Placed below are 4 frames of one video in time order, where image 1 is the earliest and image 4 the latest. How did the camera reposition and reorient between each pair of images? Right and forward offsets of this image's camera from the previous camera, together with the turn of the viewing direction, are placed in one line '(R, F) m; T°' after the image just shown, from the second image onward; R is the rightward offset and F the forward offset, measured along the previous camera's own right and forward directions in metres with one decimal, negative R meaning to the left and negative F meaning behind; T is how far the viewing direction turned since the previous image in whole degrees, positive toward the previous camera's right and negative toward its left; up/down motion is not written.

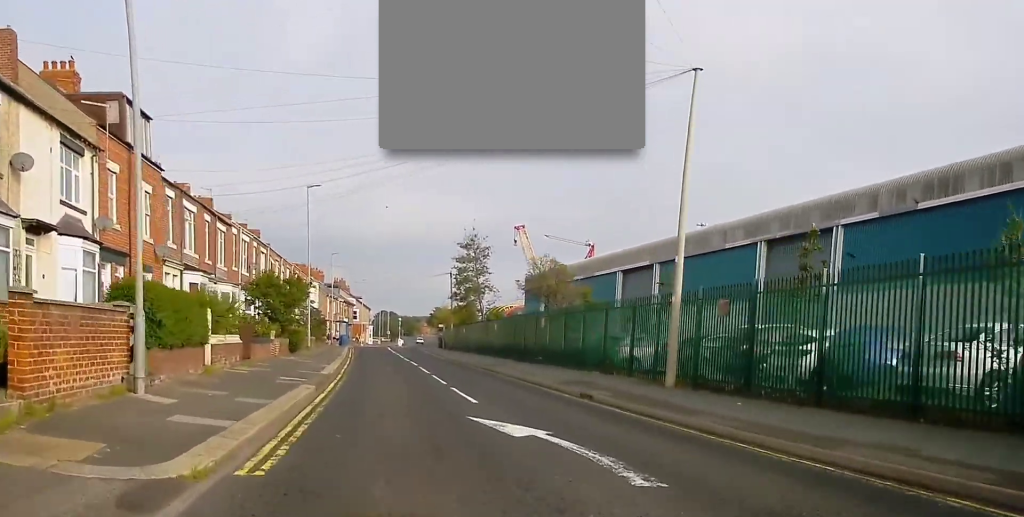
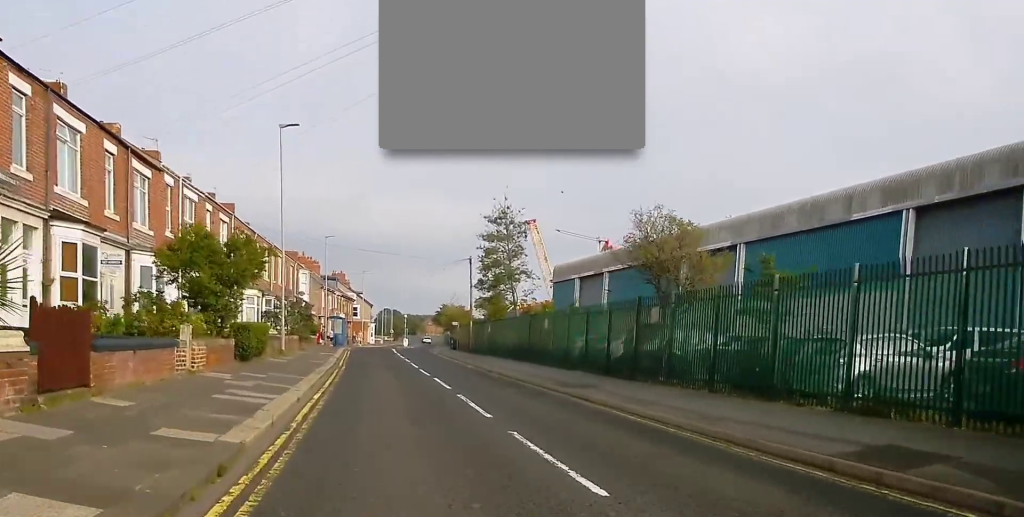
(-0.2, +14.5) m; 0°
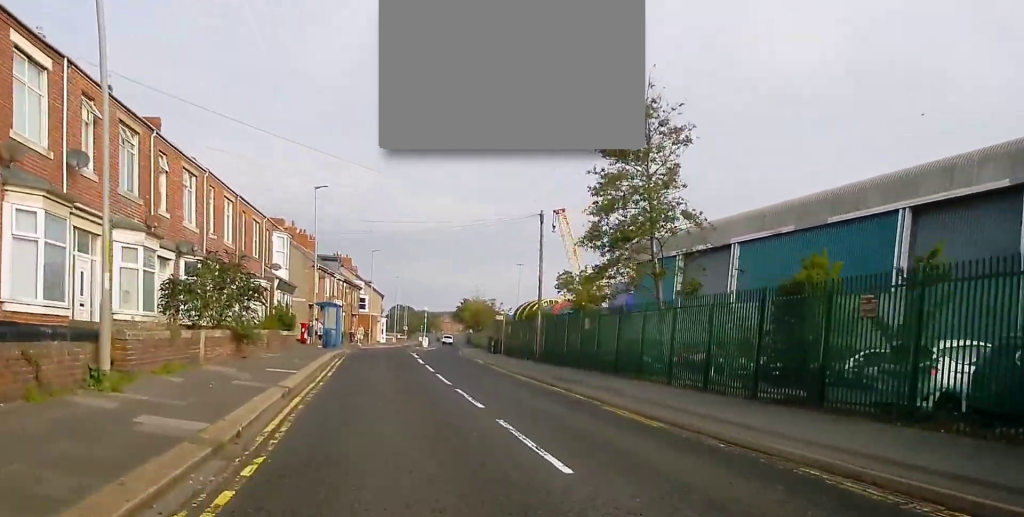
(0.0, +23.4) m; -1°
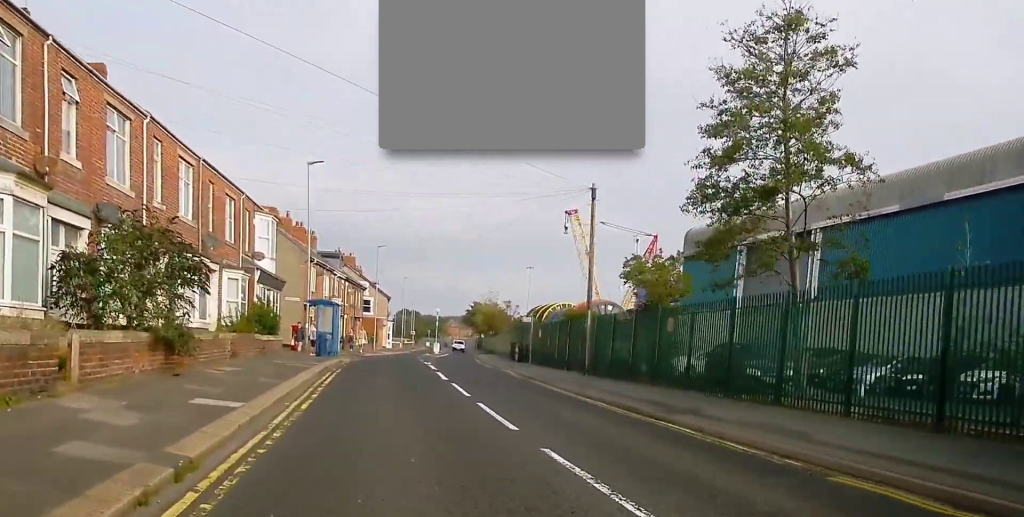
(0.0, +8.6) m; -1°
